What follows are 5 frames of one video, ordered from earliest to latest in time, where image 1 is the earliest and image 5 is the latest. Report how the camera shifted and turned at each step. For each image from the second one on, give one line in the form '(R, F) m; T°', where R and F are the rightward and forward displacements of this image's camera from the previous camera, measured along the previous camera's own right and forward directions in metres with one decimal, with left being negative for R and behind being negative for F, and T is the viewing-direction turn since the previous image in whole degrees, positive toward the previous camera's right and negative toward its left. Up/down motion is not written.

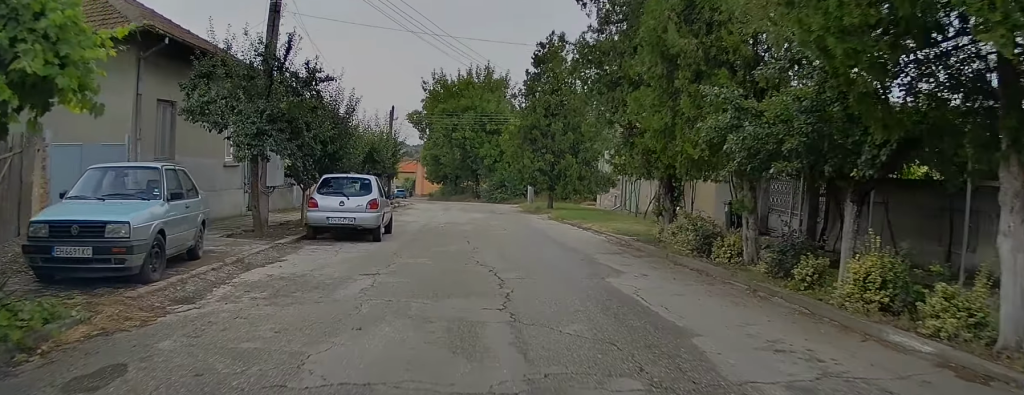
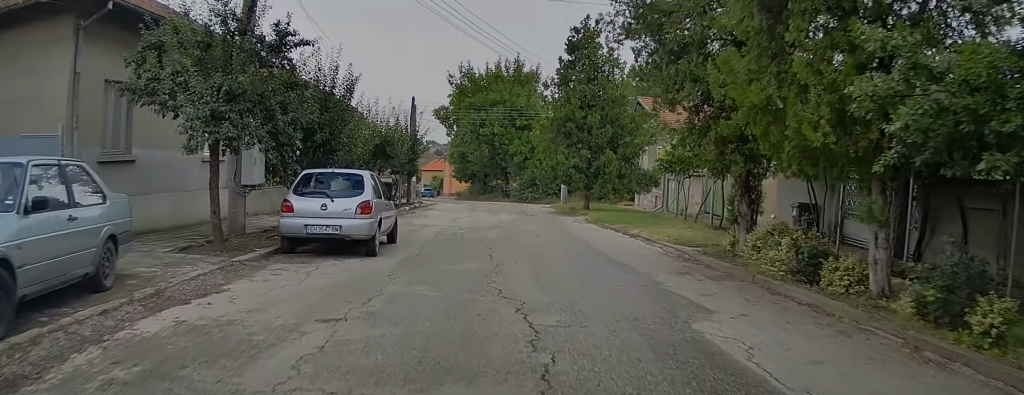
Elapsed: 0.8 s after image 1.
(-0.2, +2.9) m; -2°
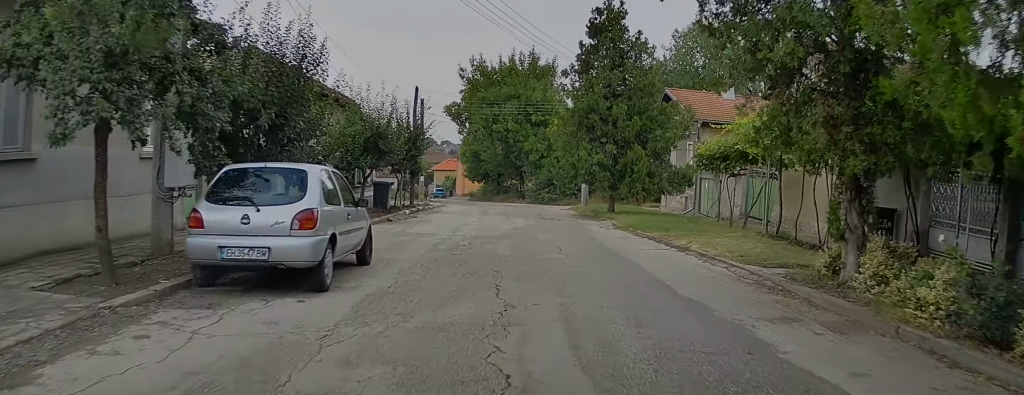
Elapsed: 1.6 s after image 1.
(0.0, +3.4) m; +1°
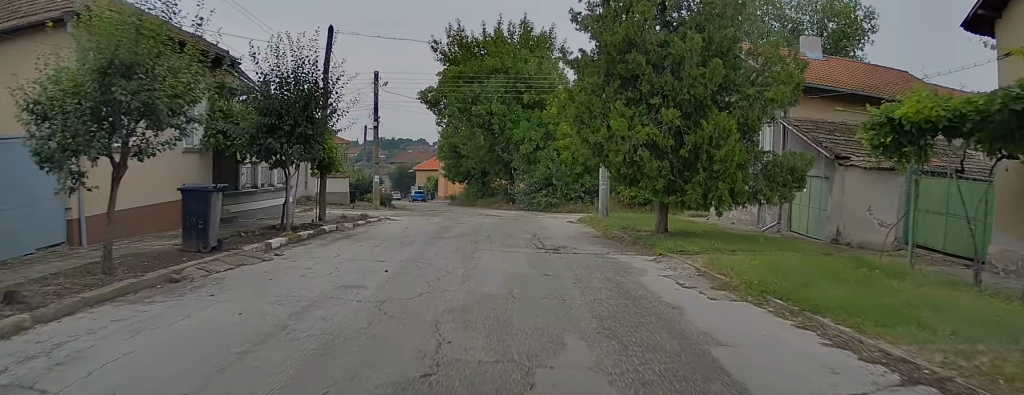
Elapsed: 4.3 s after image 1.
(+0.3, +12.0) m; 0°
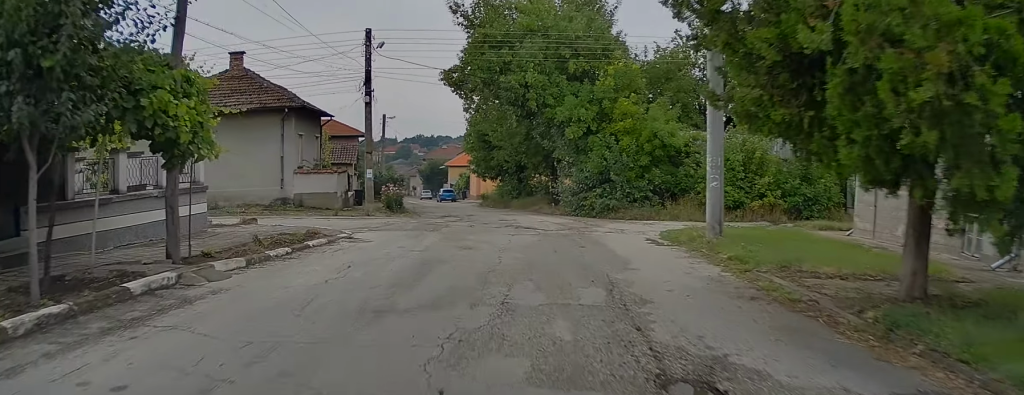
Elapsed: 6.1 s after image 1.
(-0.1, +9.7) m; 0°
